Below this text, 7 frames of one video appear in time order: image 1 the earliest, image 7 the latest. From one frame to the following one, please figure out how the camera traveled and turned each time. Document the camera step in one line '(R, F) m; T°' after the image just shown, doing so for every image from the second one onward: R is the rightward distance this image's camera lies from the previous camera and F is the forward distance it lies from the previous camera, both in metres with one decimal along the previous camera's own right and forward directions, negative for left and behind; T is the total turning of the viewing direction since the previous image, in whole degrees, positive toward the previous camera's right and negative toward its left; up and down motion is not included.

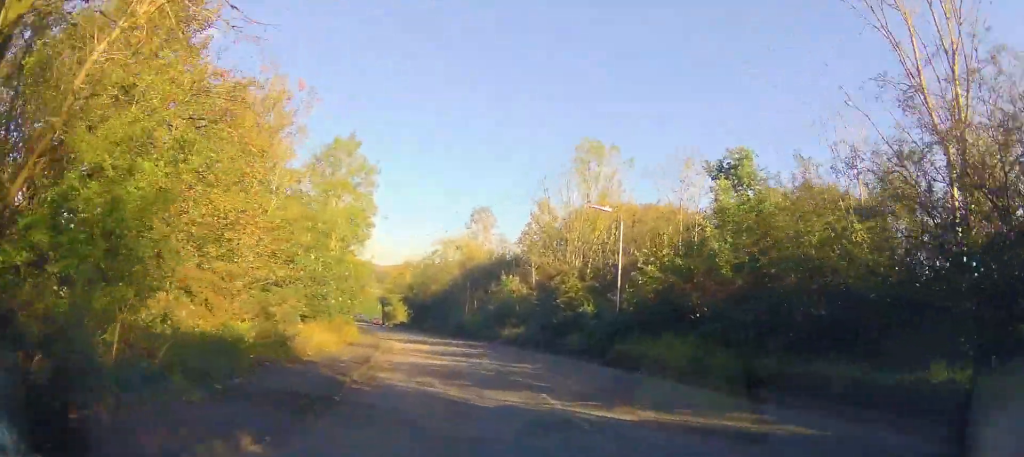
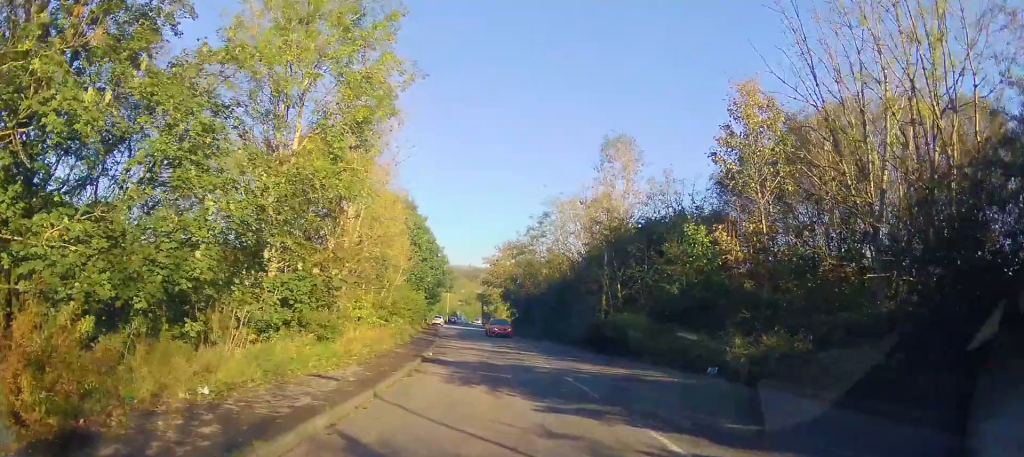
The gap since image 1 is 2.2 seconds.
(-2.8, +21.5) m; -14°
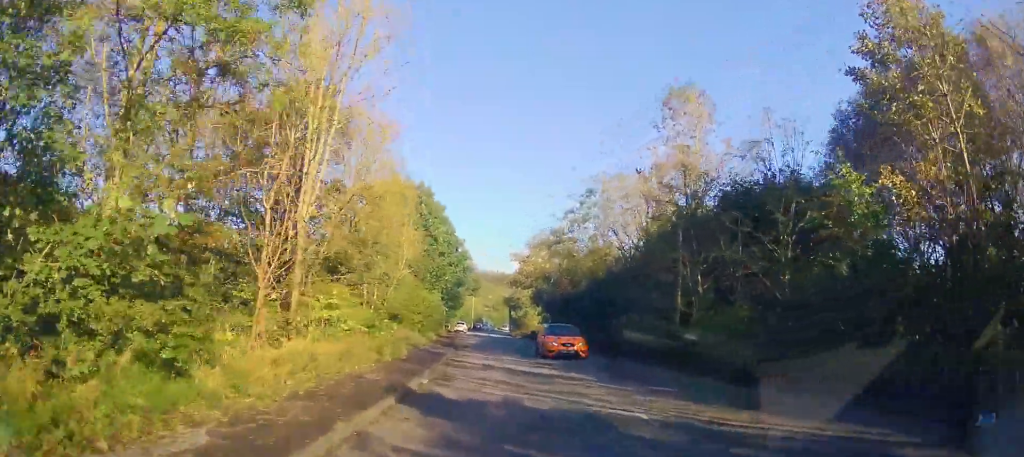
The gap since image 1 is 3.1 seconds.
(0.0, +8.0) m; -1°
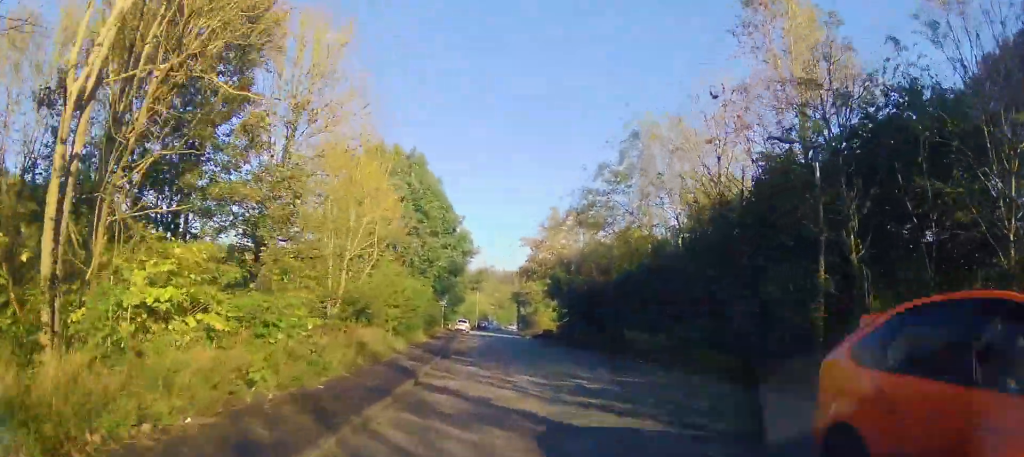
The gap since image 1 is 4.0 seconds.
(-0.1, +9.1) m; -3°
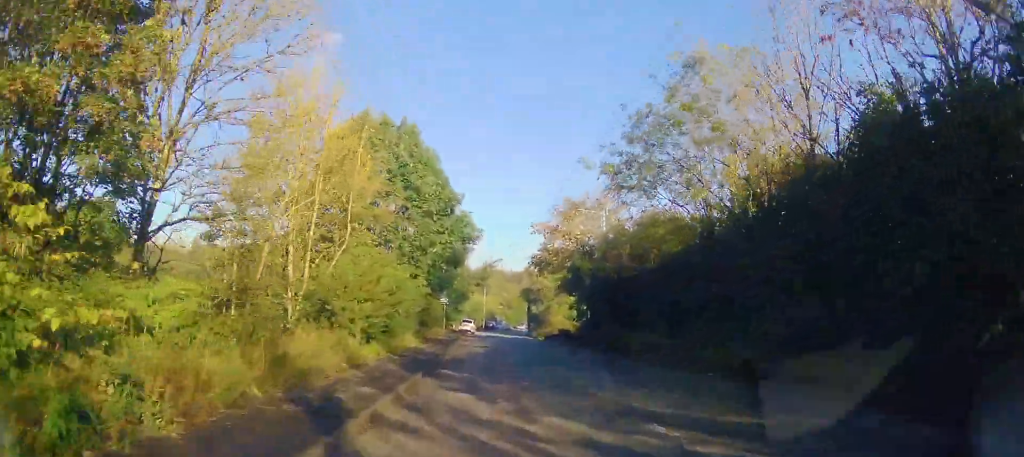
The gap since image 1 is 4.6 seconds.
(-0.2, +6.3) m; -1°
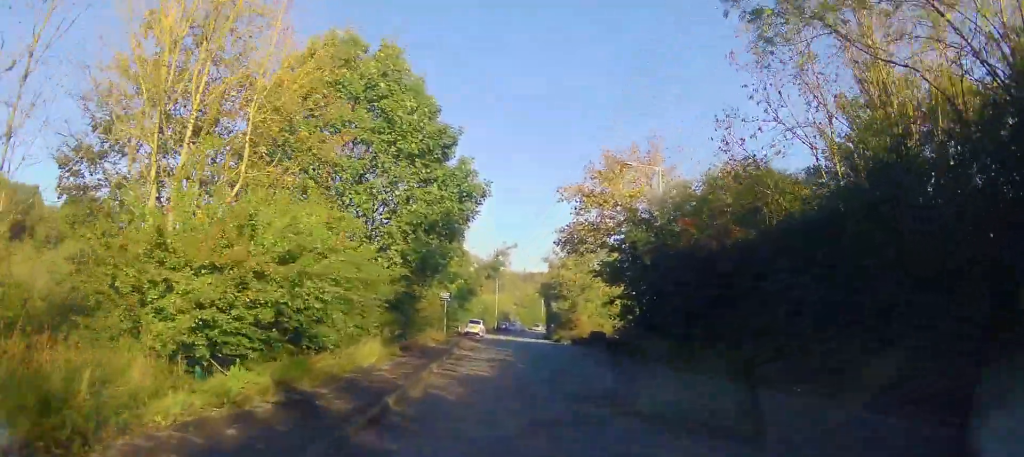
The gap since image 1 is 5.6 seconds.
(-0.2, +10.1) m; 0°
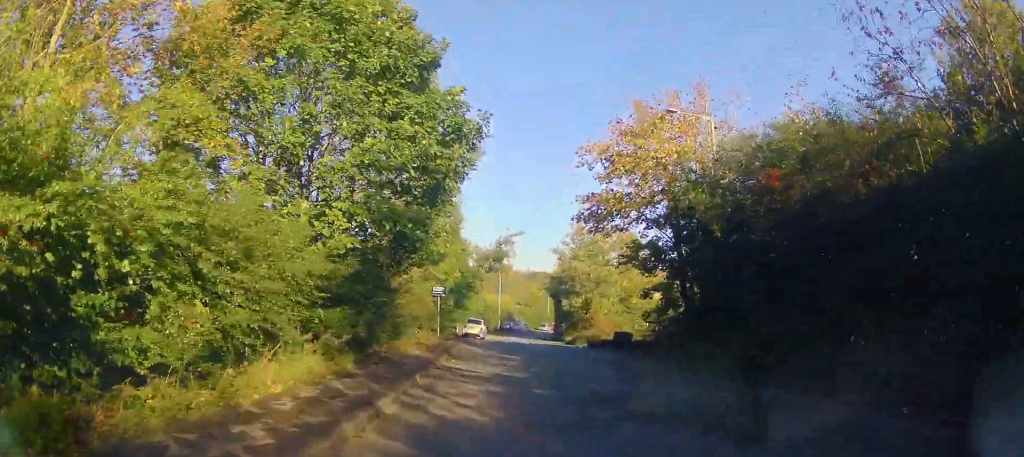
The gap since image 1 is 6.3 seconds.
(+0.1, +6.5) m; +1°
